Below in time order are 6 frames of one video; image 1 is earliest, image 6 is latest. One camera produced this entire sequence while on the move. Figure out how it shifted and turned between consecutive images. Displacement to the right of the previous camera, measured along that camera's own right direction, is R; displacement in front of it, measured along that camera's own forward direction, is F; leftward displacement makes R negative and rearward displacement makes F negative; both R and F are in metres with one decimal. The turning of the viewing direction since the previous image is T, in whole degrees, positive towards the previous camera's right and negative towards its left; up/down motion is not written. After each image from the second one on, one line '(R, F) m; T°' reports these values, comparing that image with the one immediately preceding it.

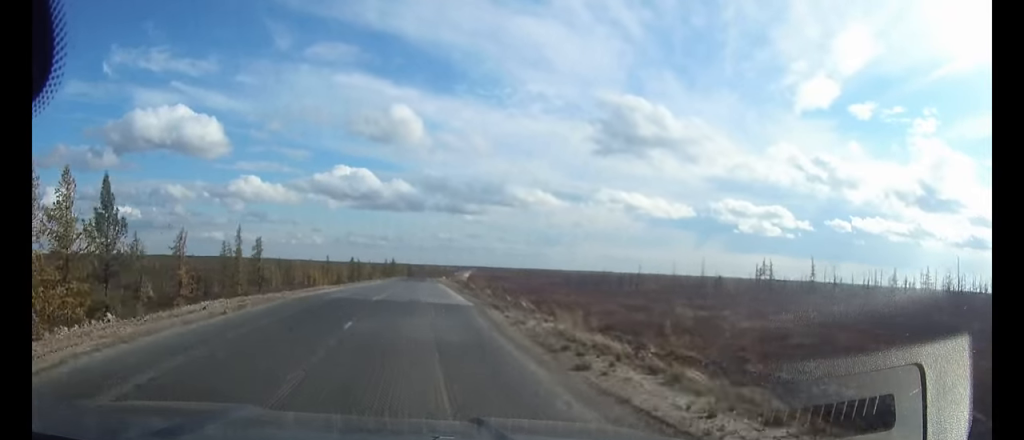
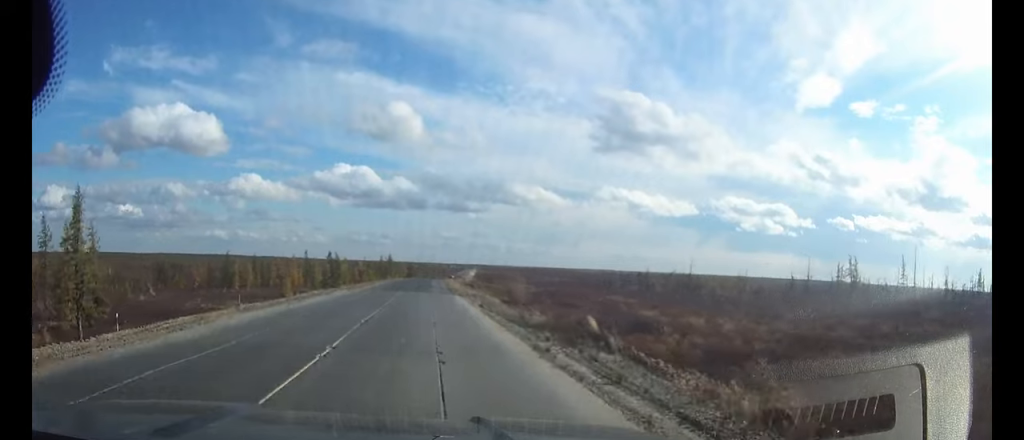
(+0.3, +40.6) m; +1°
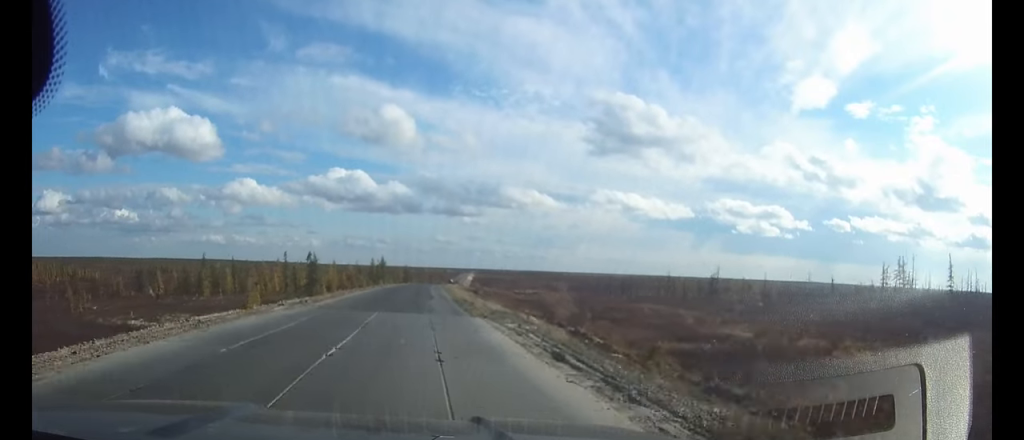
(0.0, +20.1) m; 0°
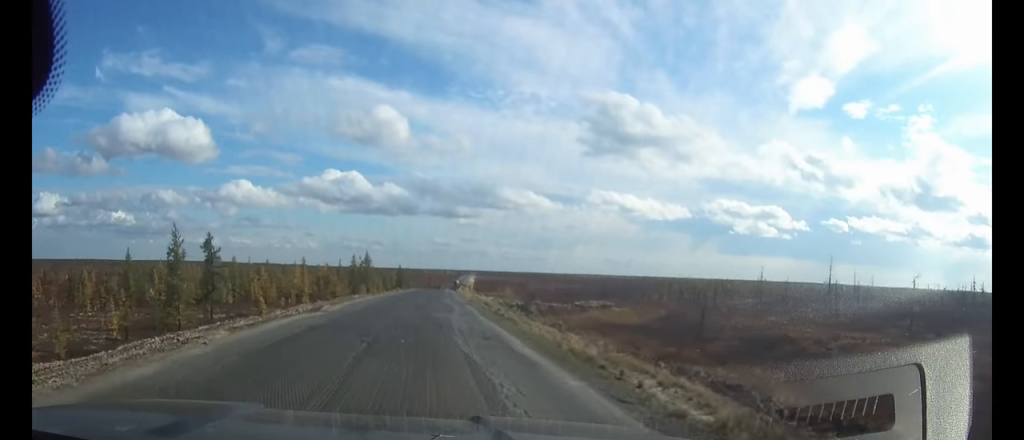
(0.0, +45.8) m; 0°
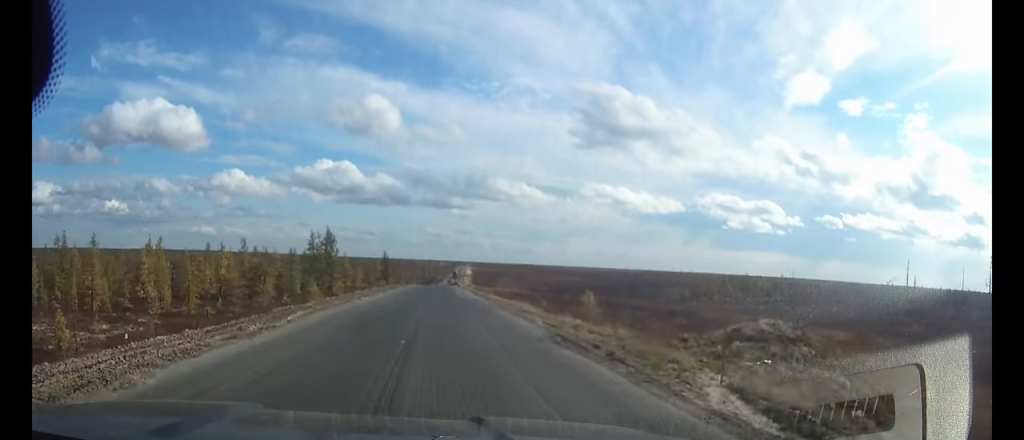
(+0.3, +40.2) m; +1°
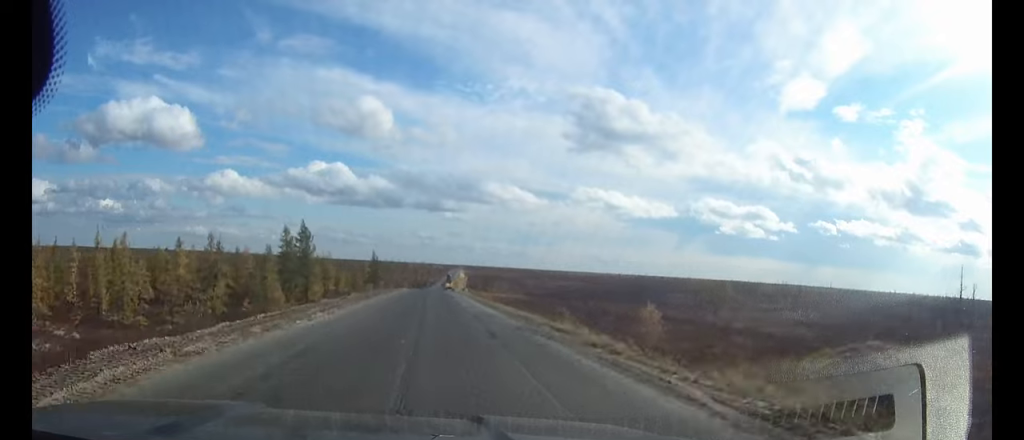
(+0.1, +12.2) m; 0°
